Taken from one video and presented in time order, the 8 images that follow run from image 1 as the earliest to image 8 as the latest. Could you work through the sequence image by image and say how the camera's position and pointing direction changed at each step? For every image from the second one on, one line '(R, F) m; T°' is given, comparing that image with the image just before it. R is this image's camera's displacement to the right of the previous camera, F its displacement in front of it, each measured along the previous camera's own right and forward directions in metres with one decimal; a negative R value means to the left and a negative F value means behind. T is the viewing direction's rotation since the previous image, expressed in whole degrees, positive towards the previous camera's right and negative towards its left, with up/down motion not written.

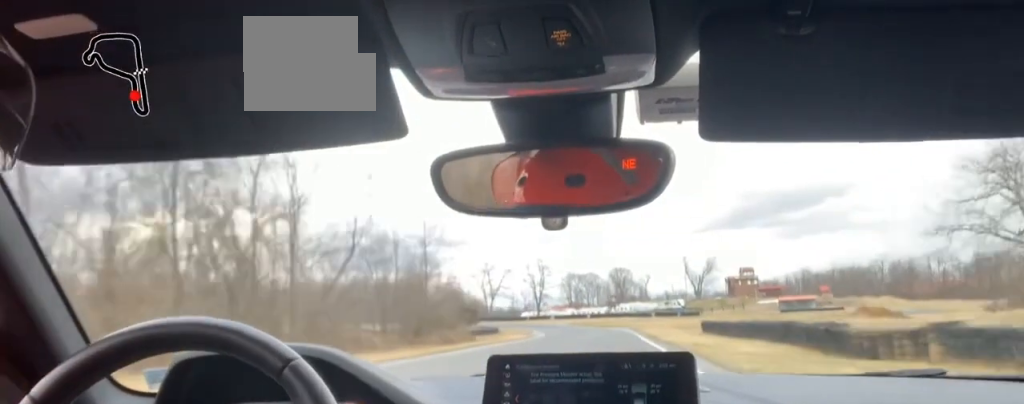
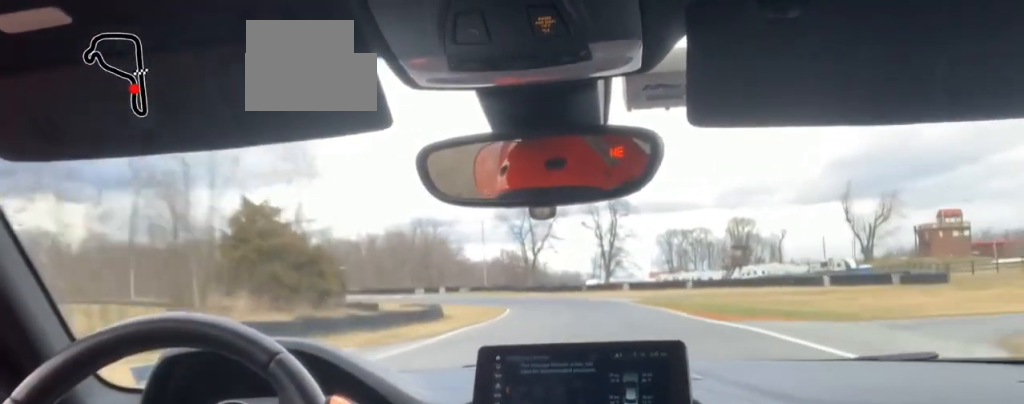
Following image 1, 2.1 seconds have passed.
(-3.8, +92.3) m; -4°
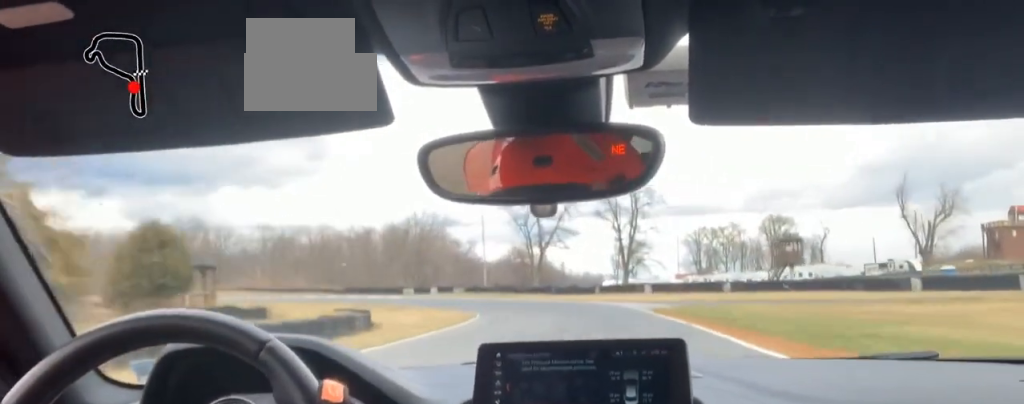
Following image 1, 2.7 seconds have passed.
(0.0, +24.7) m; -1°
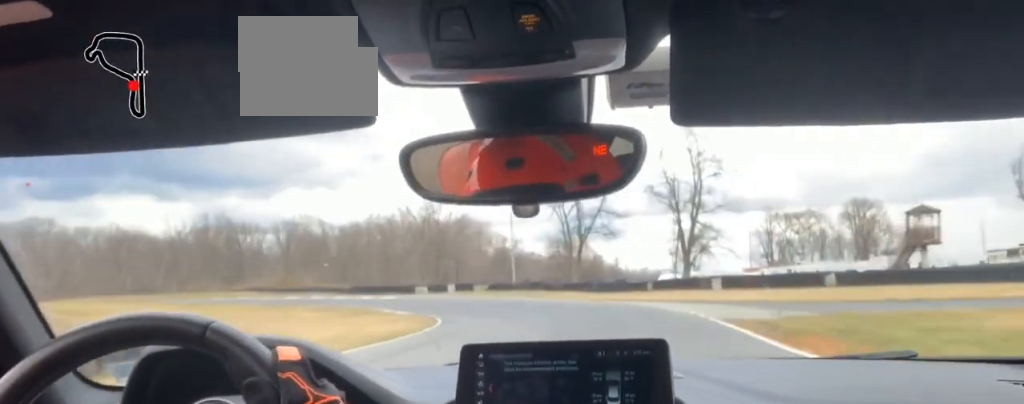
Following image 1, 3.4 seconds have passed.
(+0.3, +27.3) m; -6°
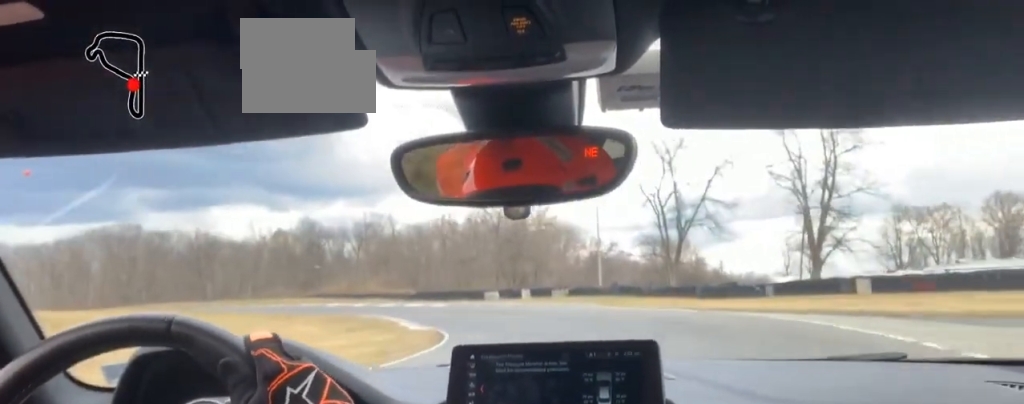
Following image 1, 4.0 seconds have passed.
(-1.2, +19.5) m; -5°
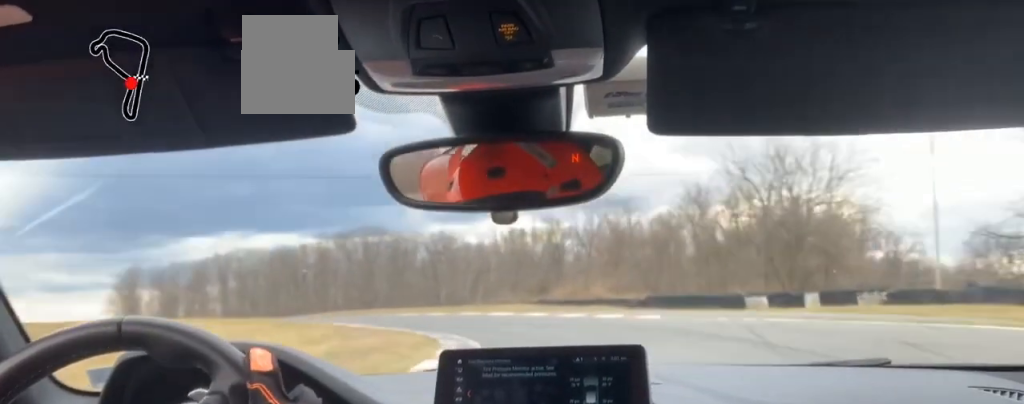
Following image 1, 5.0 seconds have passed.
(-4.3, +34.9) m; -12°
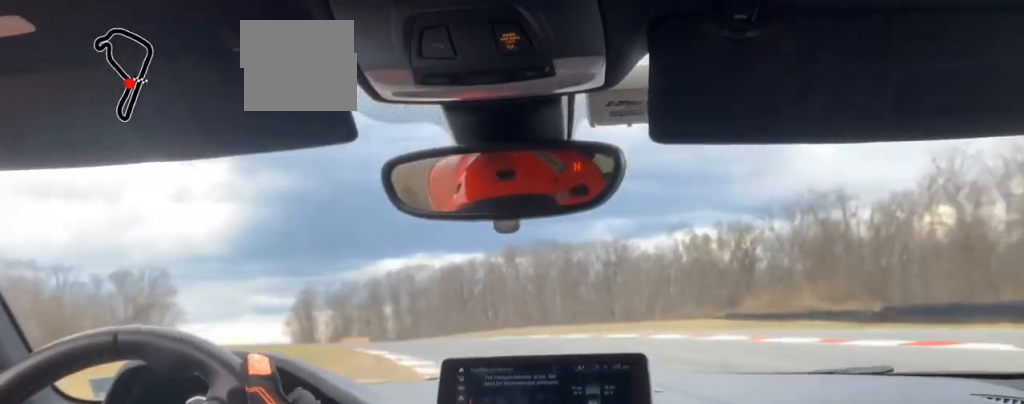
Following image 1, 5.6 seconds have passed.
(+1.6, +21.3) m; -10°
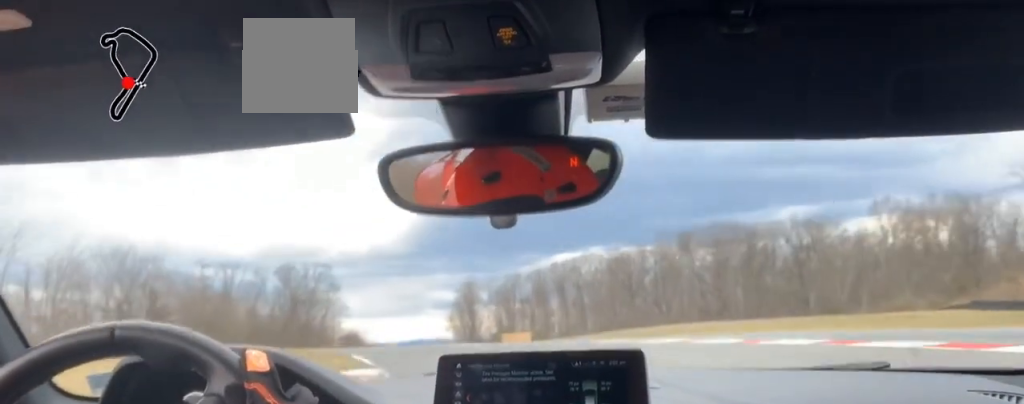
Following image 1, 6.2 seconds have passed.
(-5.1, +19.5) m; -11°
